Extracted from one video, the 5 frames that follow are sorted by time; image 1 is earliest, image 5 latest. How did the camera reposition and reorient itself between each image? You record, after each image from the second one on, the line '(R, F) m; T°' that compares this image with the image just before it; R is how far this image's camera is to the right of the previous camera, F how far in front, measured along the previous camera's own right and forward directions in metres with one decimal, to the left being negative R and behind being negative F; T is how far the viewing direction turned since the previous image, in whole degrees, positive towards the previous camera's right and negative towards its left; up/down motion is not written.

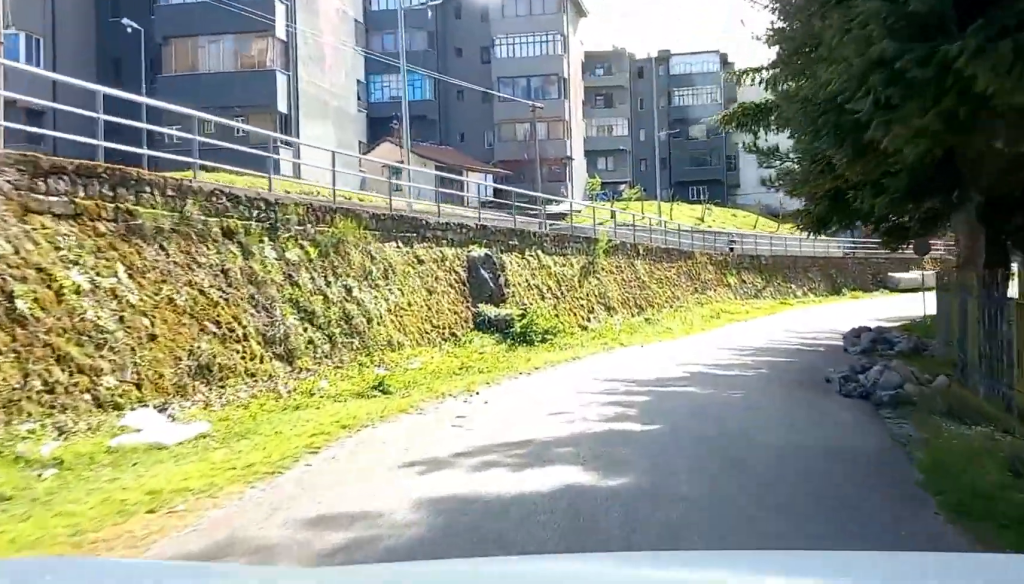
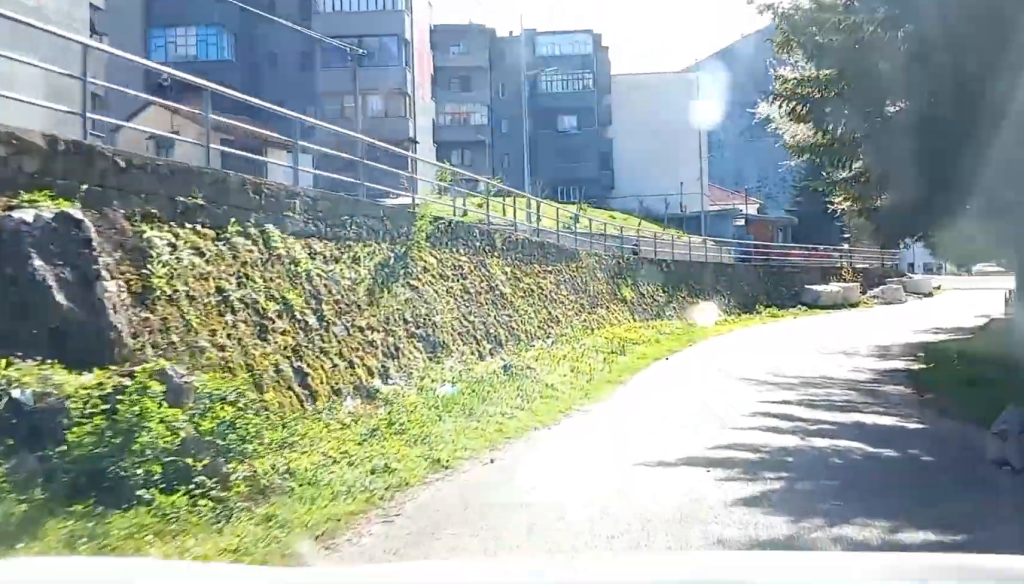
(+0.7, +15.6) m; +6°
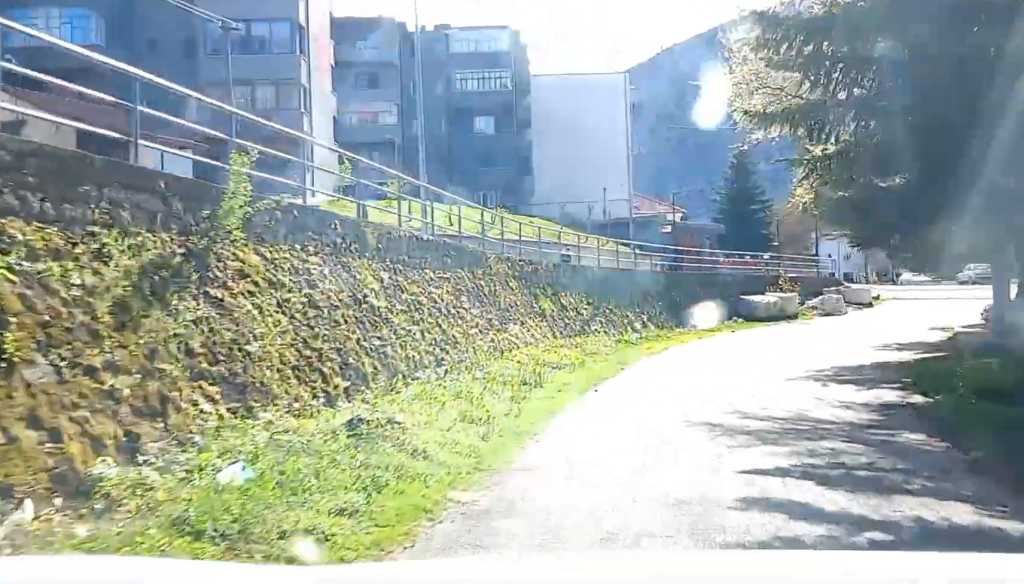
(-0.3, +5.6) m; +5°
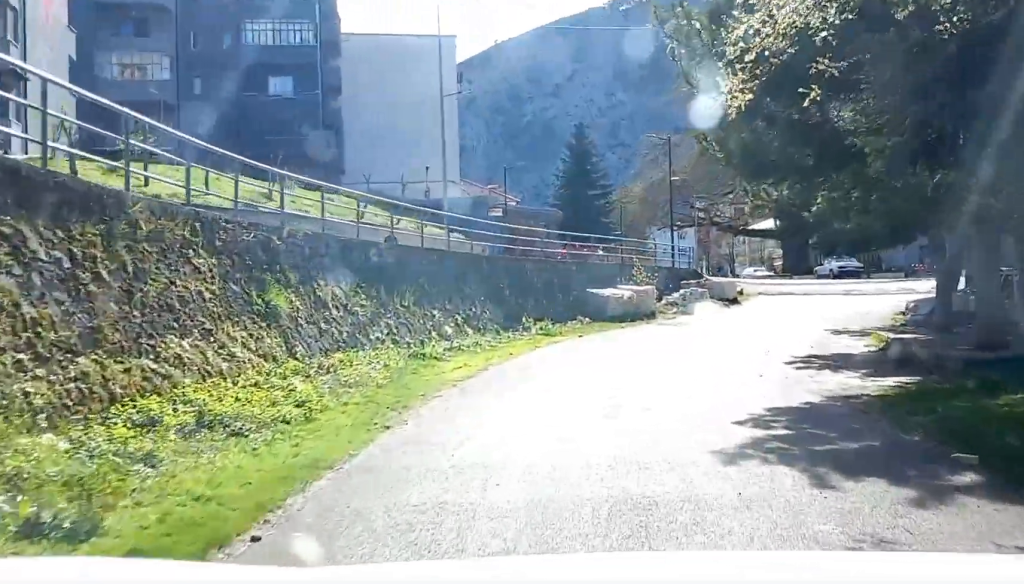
(+1.7, +11.2) m; +14°
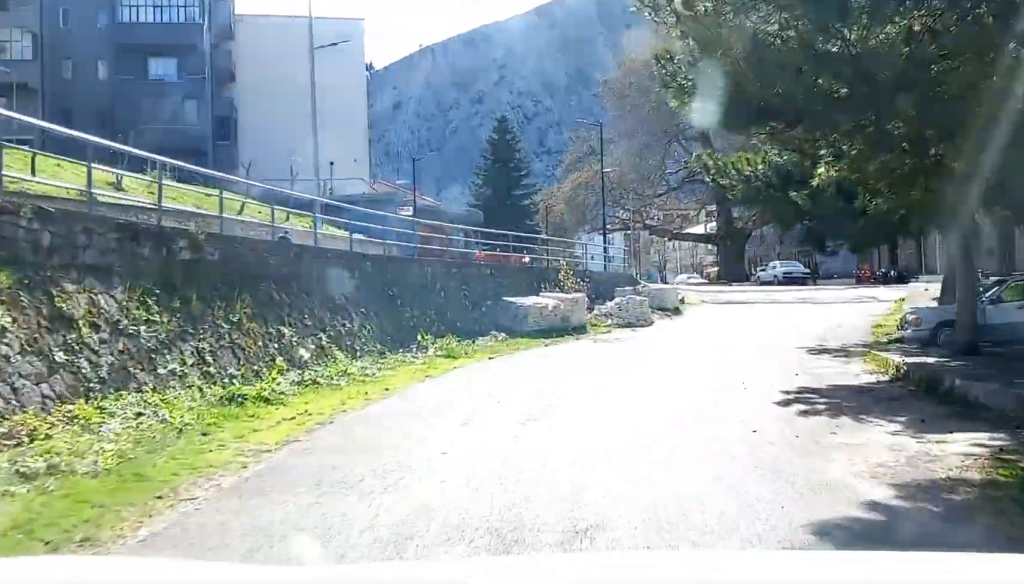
(+0.3, +6.6) m; +6°
